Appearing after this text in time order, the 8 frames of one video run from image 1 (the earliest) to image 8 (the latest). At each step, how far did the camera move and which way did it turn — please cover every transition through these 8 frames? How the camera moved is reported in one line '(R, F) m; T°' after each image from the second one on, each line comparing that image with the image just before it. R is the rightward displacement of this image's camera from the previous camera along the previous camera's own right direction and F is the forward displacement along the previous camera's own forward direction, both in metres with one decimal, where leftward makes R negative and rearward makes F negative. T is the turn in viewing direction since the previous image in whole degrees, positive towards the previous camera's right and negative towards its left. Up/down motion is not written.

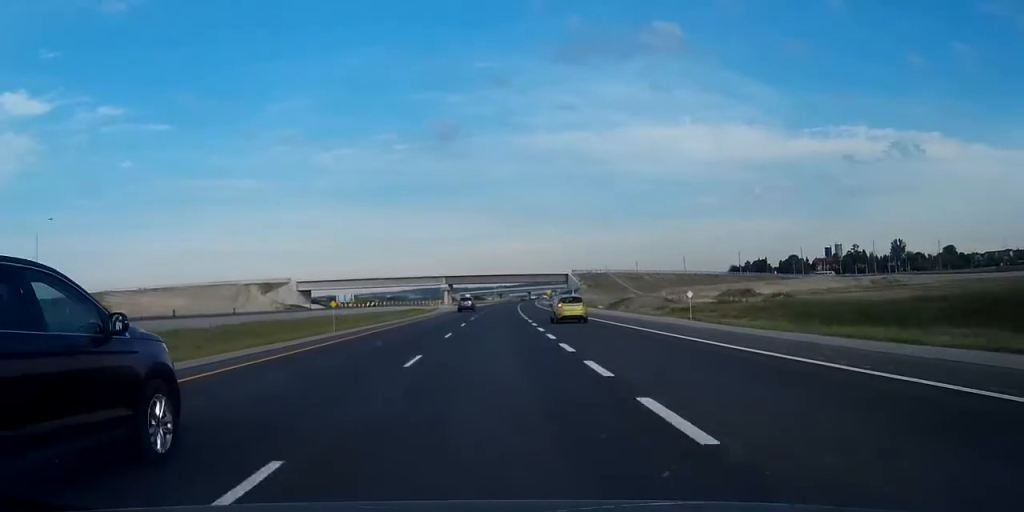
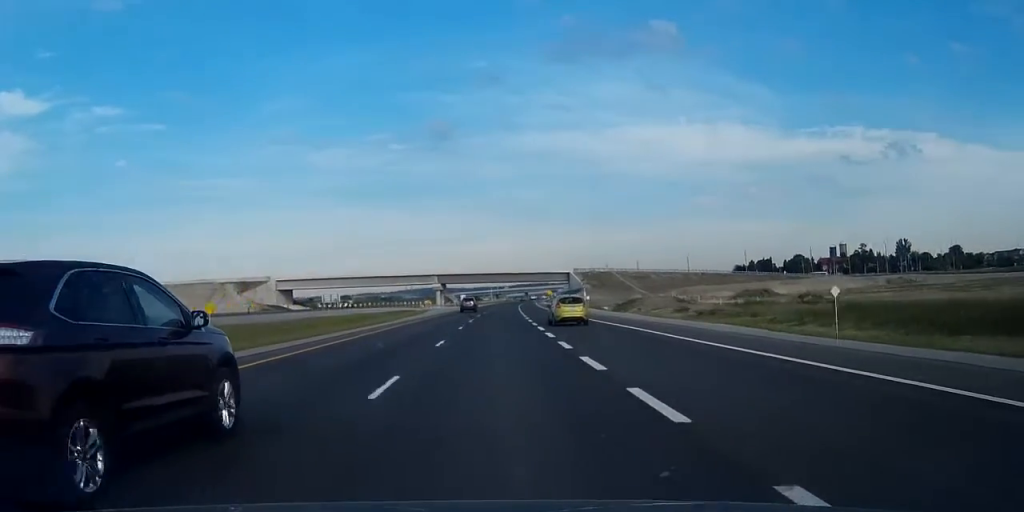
(+0.2, +16.5) m; 0°
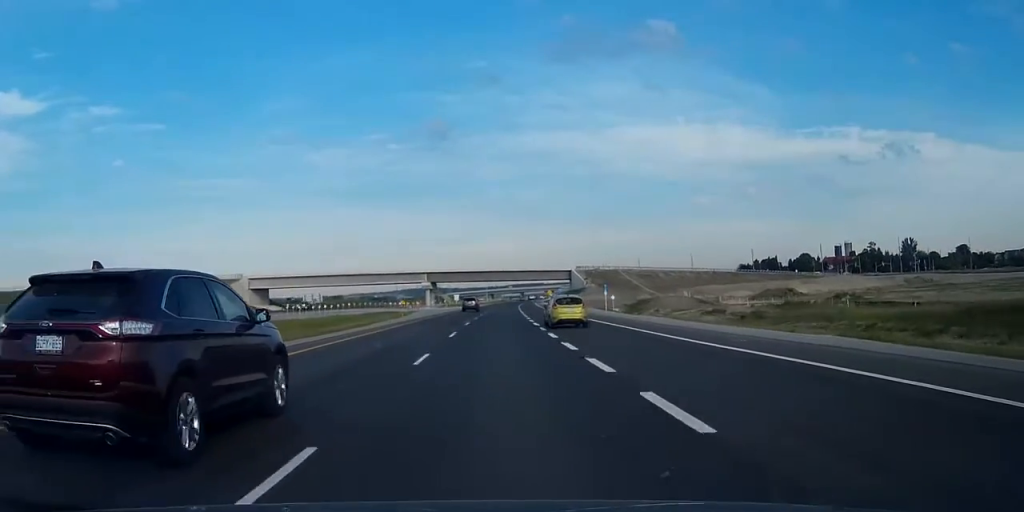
(+0.1, +18.5) m; 0°
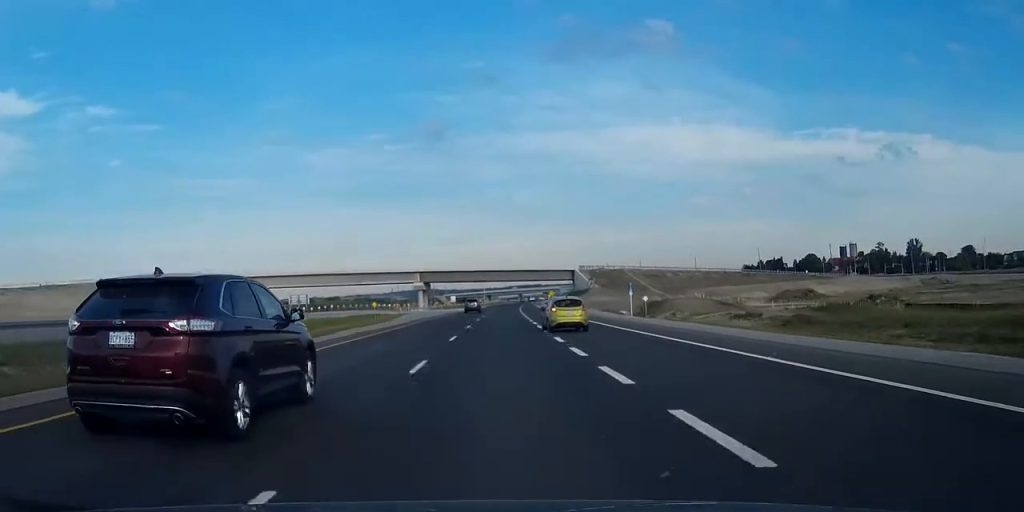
(0.0, +13.4) m; 0°
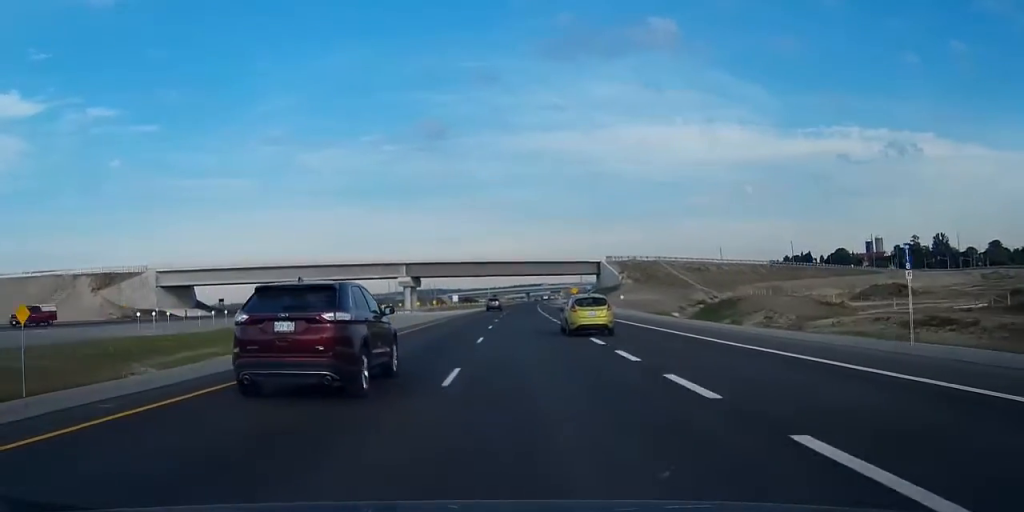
(0.0, +37.9) m; 0°
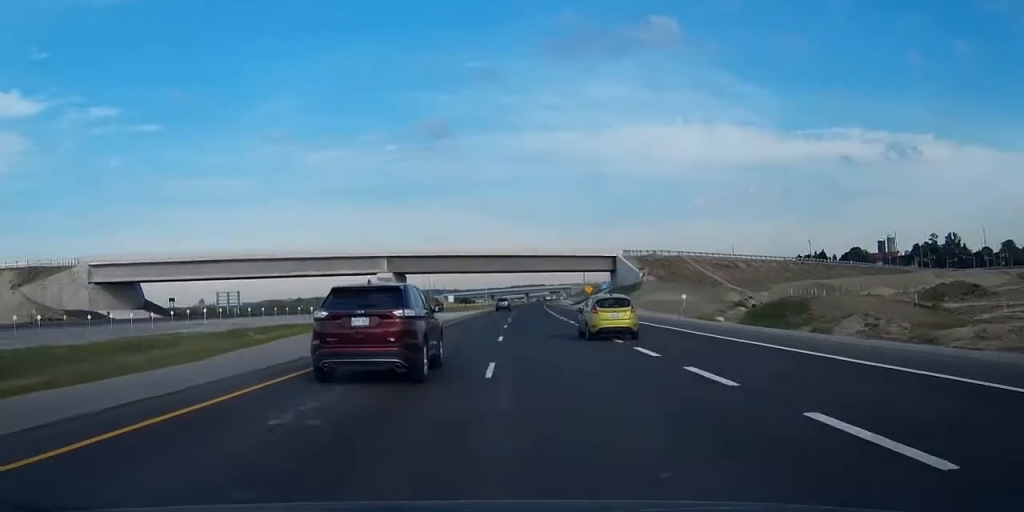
(0.0, +22.5) m; 0°
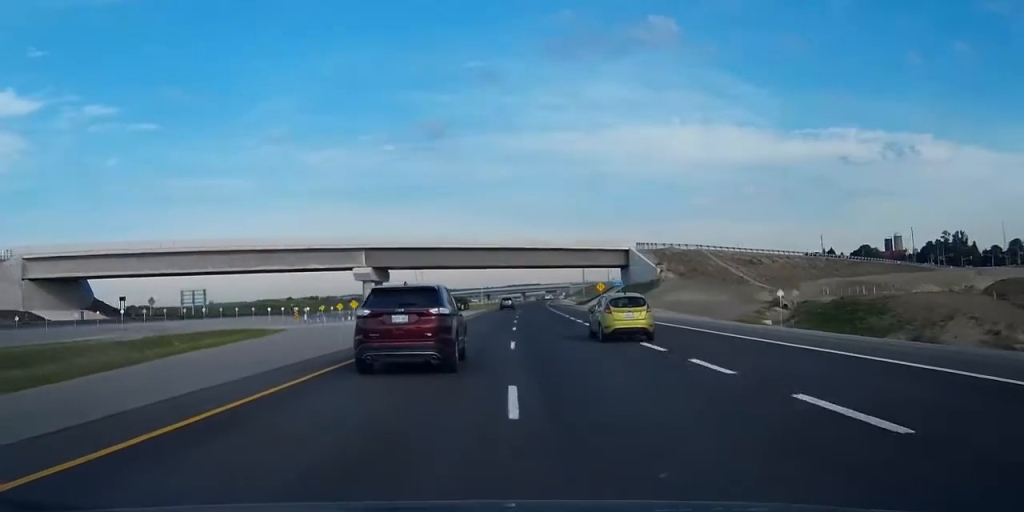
(0.0, +16.4) m; 0°
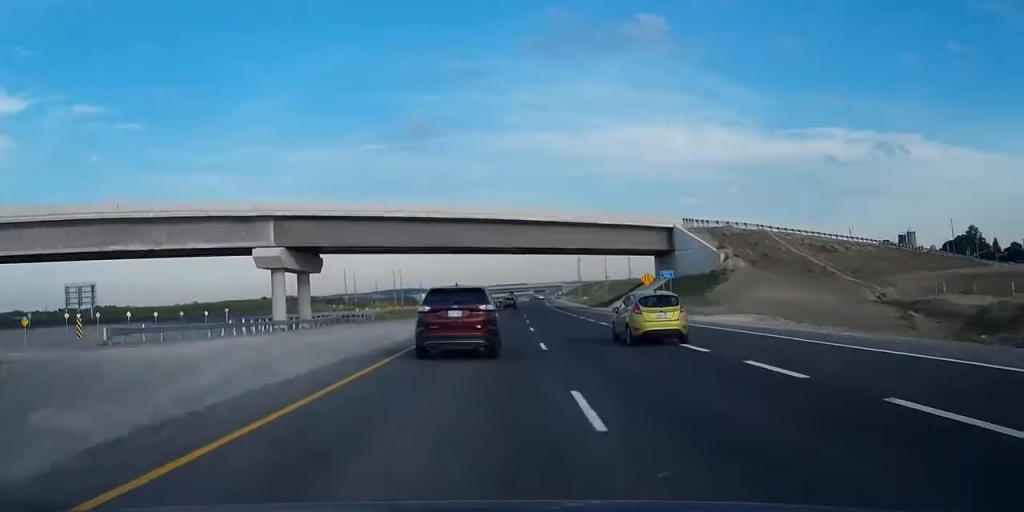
(+0.6, +36.7) m; +2°
